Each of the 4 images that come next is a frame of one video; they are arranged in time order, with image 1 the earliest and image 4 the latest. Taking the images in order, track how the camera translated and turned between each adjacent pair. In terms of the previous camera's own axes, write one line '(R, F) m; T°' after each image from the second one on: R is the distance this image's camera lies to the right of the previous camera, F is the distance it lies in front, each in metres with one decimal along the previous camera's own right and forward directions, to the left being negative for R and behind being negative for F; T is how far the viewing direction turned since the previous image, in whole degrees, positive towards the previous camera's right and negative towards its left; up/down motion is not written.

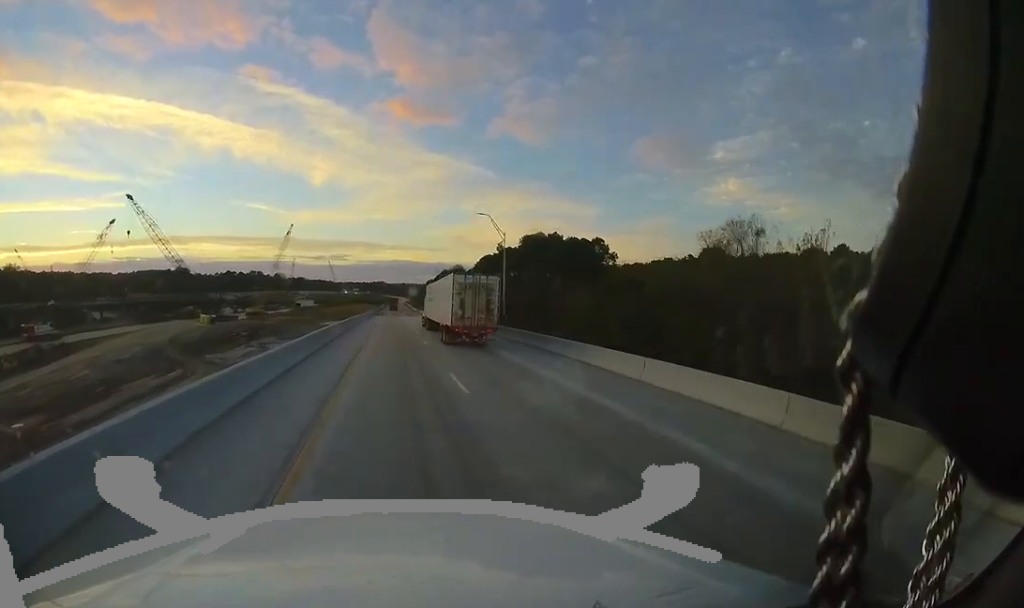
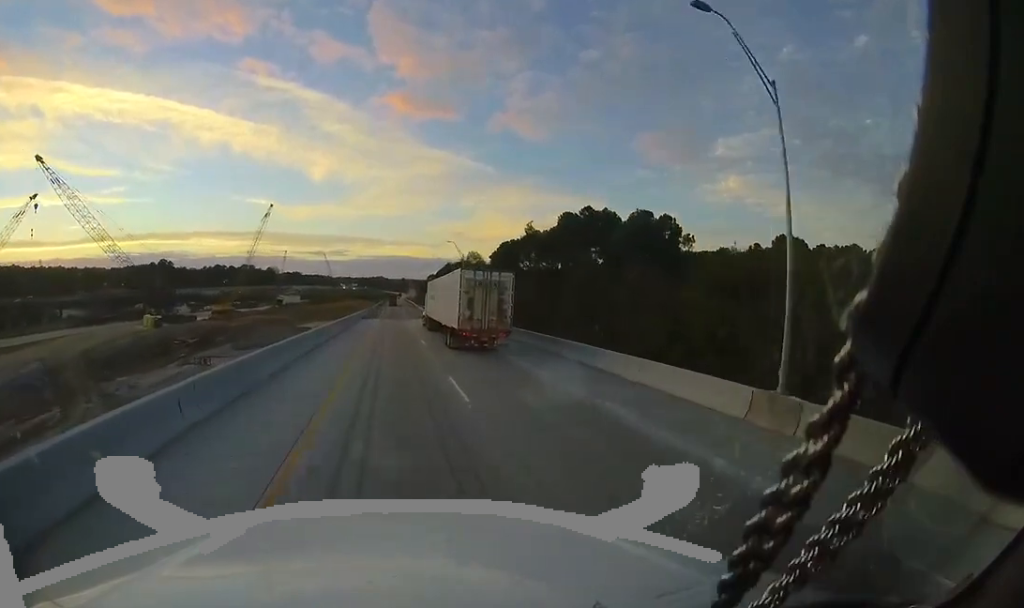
(0.0, +25.1) m; 0°
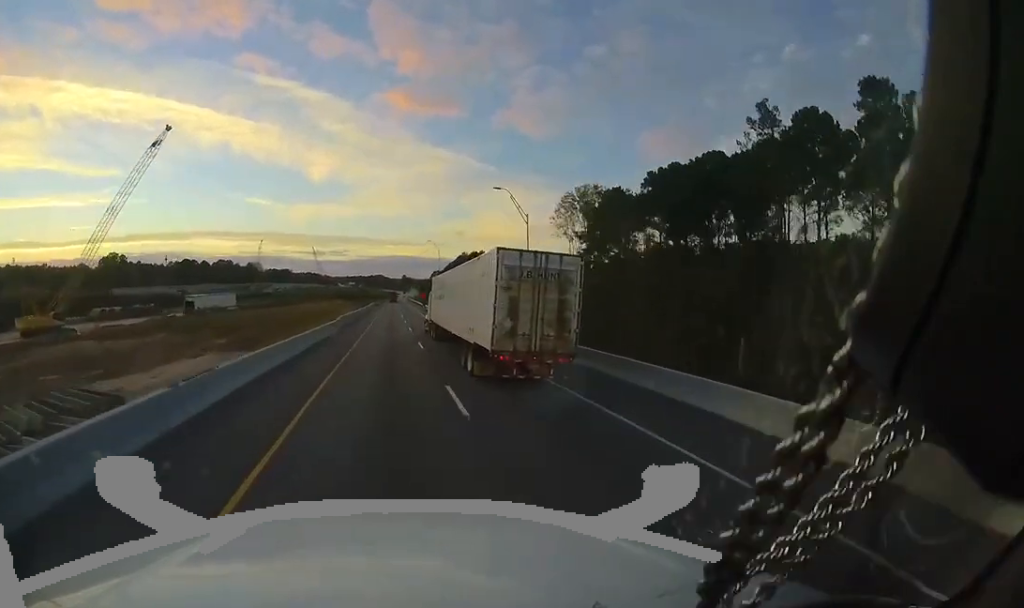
(0.0, +61.4) m; 0°
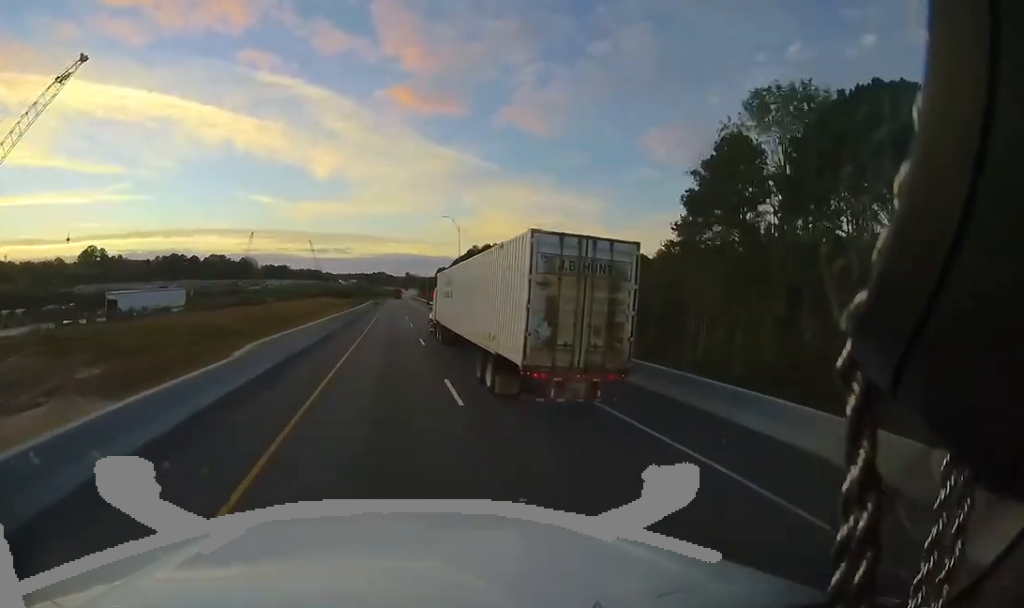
(0.0, +23.5) m; 0°
